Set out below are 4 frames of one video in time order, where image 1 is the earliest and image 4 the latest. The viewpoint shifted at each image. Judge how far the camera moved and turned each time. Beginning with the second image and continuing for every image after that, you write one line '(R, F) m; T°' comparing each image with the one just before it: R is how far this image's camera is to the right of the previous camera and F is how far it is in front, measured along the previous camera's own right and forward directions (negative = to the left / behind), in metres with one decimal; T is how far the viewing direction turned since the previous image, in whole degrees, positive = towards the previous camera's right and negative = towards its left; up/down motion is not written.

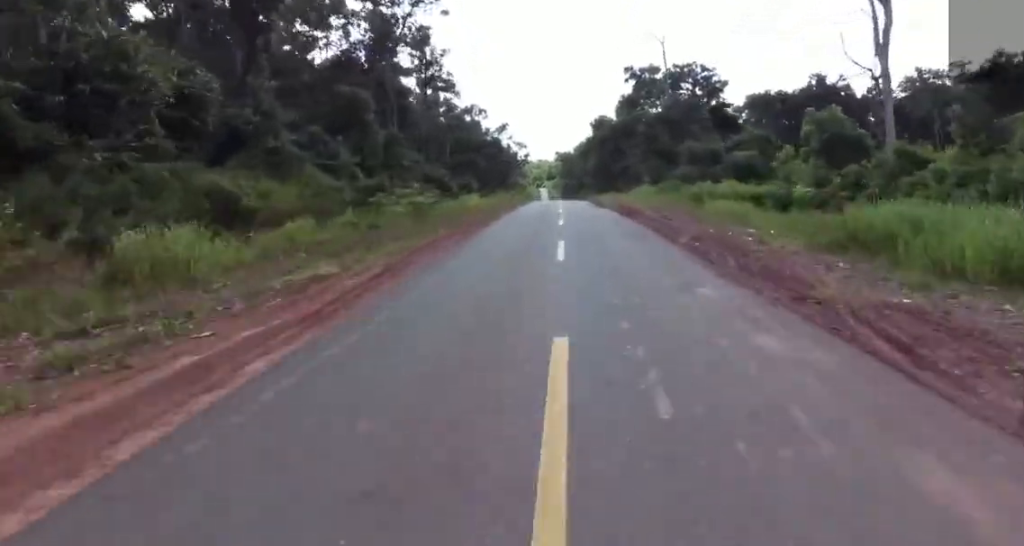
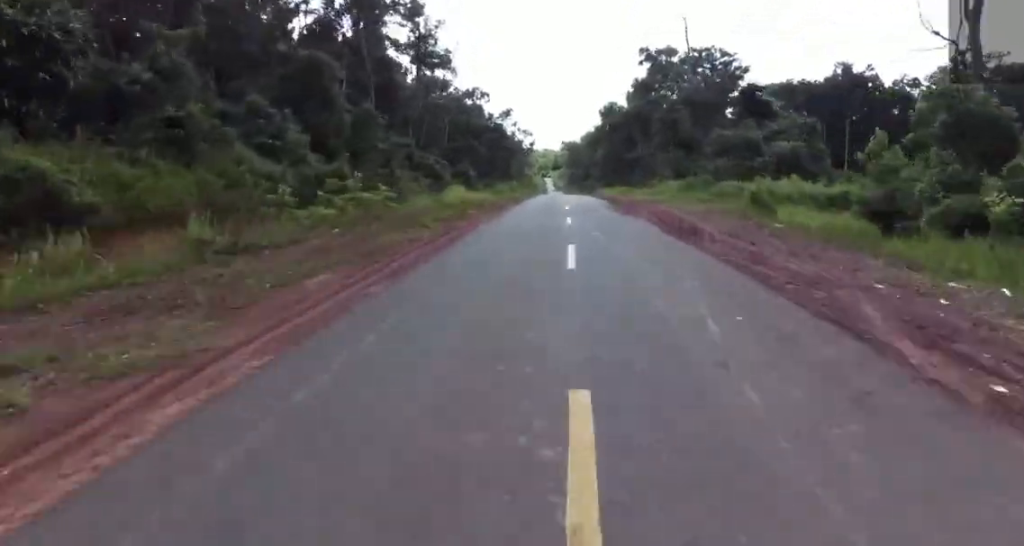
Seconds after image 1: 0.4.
(0.0, +10.2) m; 0°
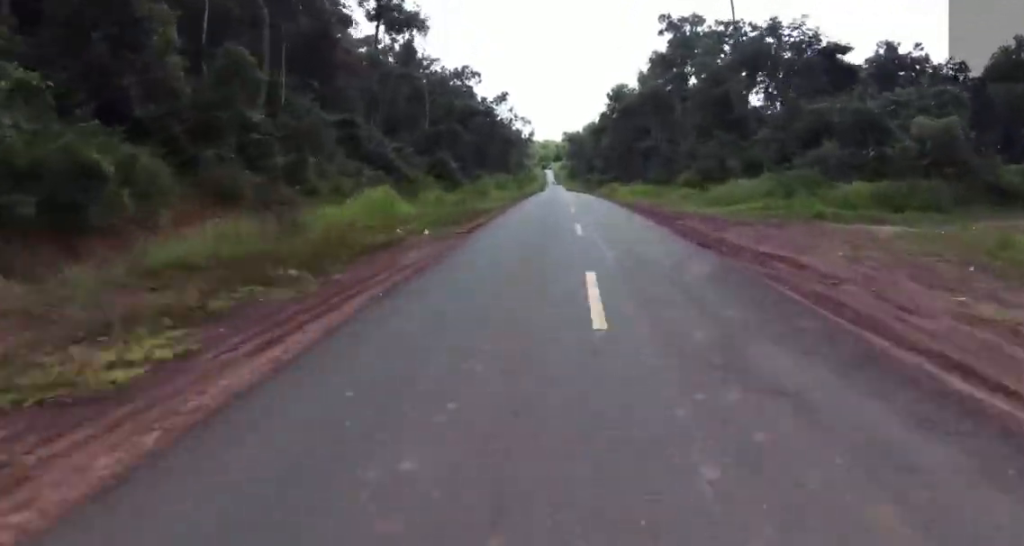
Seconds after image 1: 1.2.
(-0.1, +20.3) m; -1°
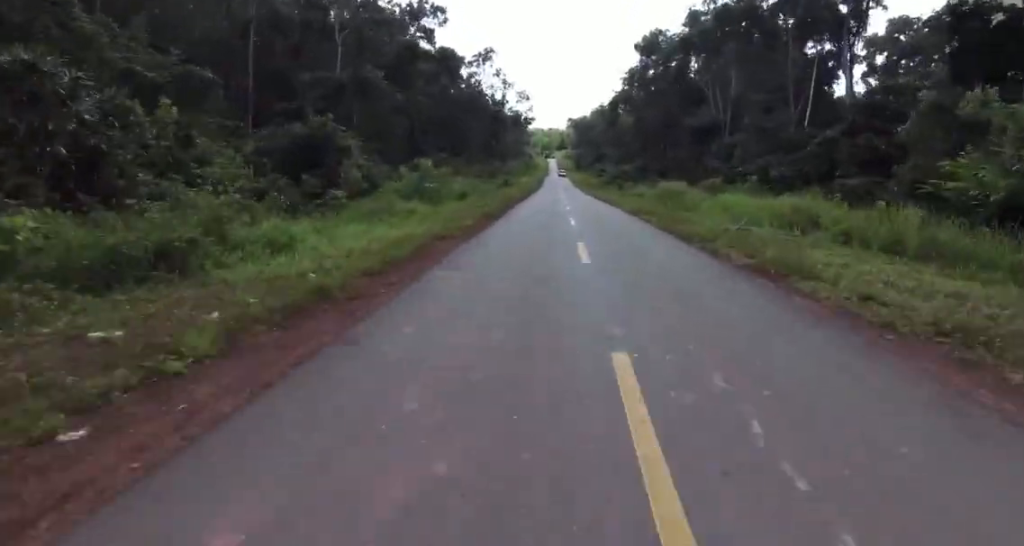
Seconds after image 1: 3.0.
(-0.5, +46.1) m; 0°
